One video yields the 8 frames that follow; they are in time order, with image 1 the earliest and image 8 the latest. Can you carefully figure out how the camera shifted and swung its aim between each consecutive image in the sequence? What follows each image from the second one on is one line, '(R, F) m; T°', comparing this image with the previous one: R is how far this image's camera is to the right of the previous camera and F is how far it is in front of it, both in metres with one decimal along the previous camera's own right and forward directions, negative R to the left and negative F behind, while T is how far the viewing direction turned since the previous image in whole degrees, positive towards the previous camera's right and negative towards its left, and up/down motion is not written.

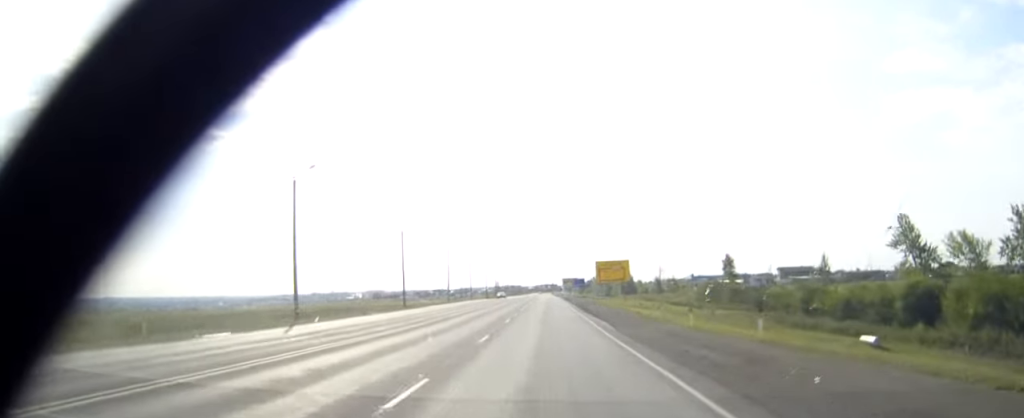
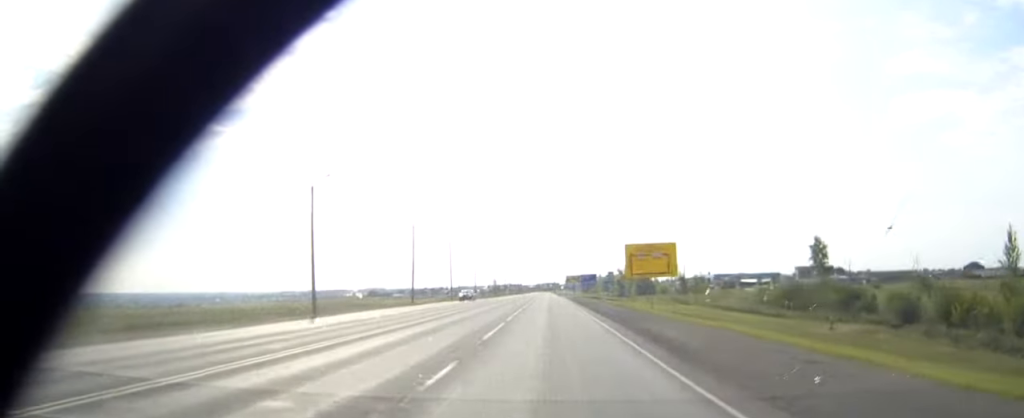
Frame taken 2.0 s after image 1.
(0.0, +34.0) m; 0°
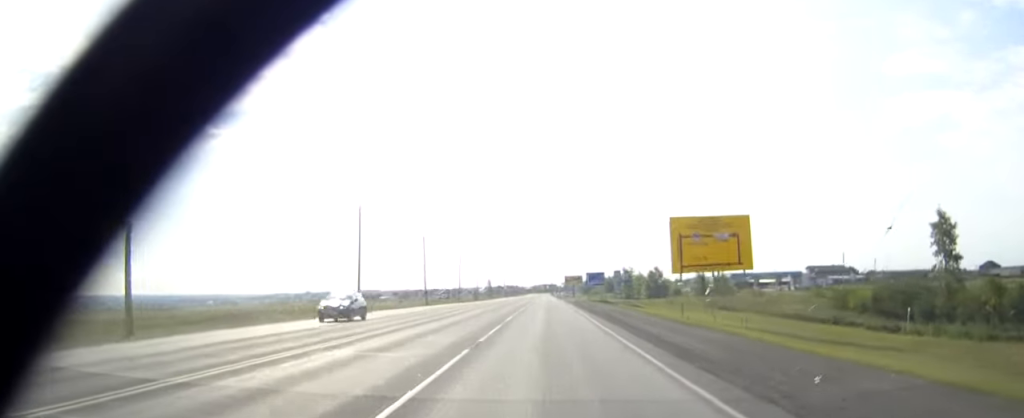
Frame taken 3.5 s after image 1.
(0.0, +24.2) m; 0°
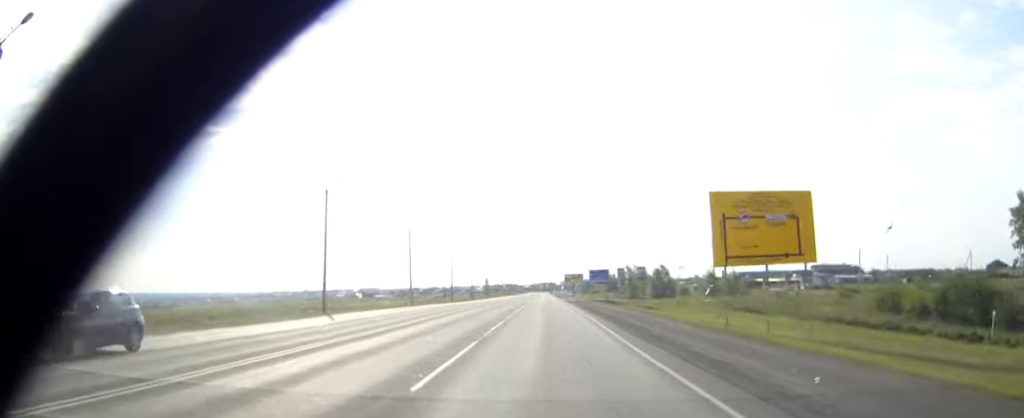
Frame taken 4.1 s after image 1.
(0.0, +9.8) m; 0°
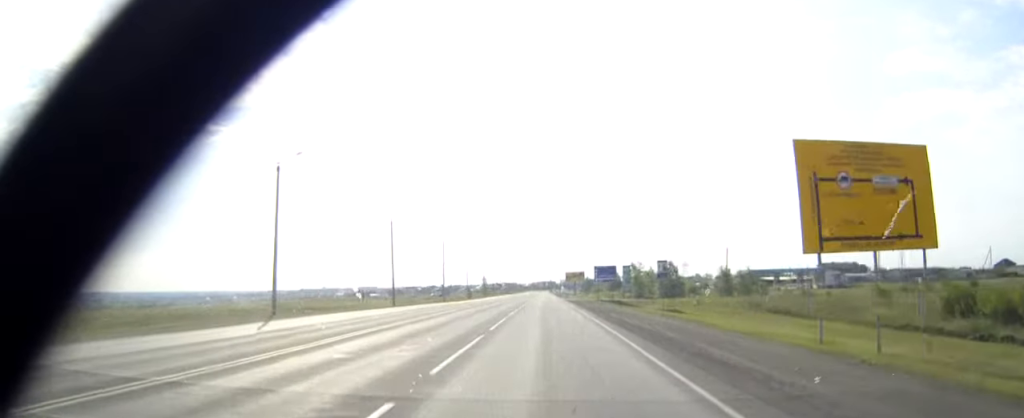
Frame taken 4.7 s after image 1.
(0.0, +10.3) m; 0°
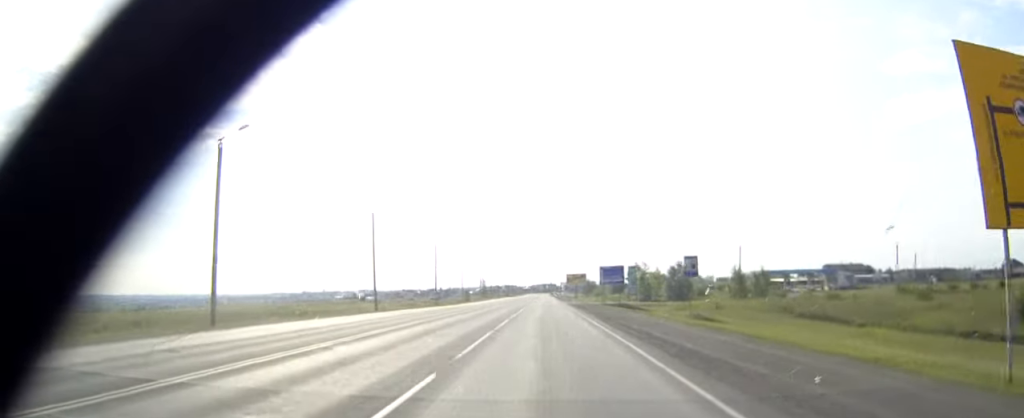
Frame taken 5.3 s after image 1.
(0.0, +8.6) m; 0°
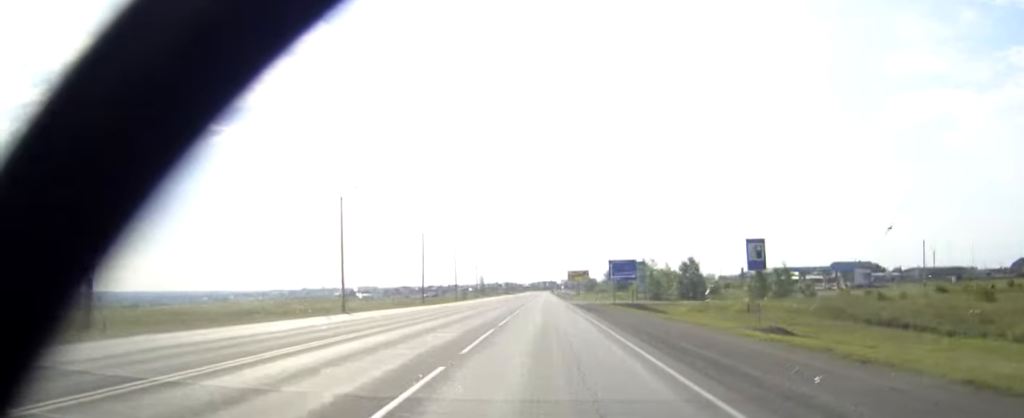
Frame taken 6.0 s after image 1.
(0.0, +11.3) m; 0°
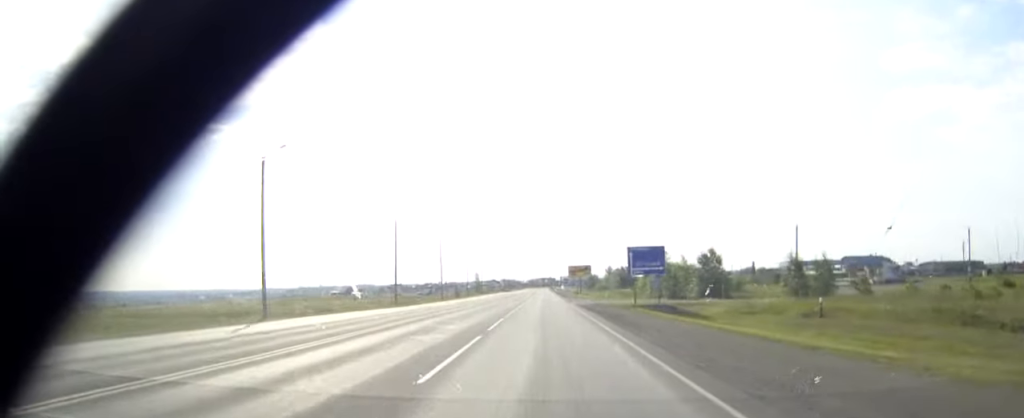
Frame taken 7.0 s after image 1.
(0.0, +17.1) m; 0°
